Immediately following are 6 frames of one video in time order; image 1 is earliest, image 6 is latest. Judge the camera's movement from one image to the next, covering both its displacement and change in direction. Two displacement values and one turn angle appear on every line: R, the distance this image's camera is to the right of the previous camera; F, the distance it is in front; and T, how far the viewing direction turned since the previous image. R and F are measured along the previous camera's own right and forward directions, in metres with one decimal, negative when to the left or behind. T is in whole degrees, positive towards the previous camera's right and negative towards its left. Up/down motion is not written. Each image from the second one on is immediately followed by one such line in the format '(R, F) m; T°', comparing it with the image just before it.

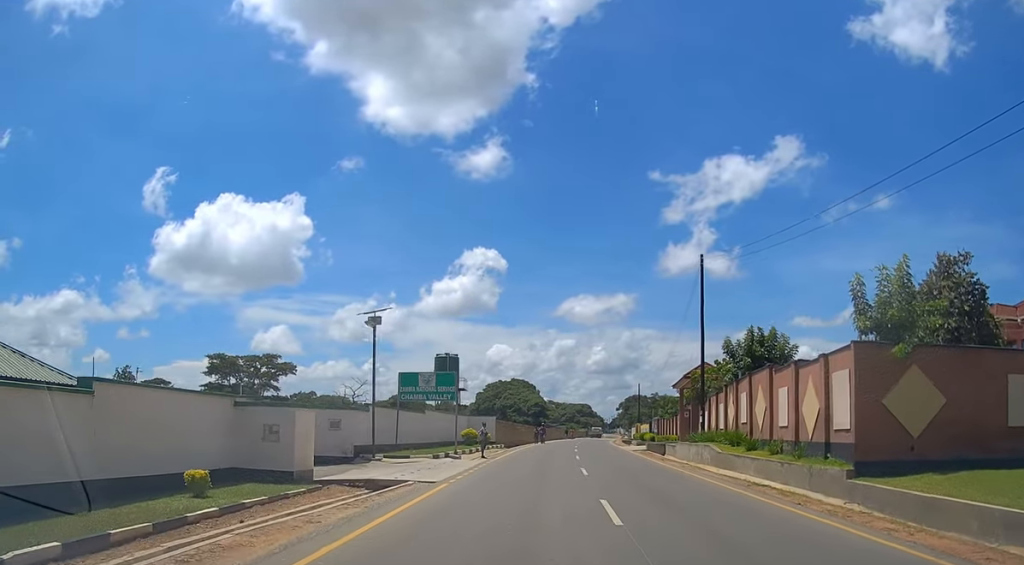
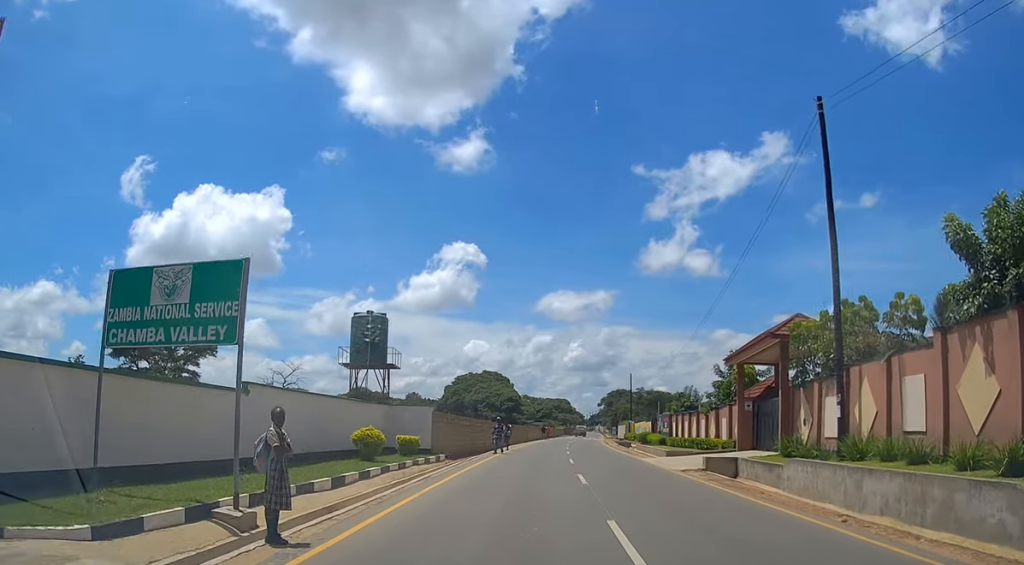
(+0.5, +21.0) m; +2°
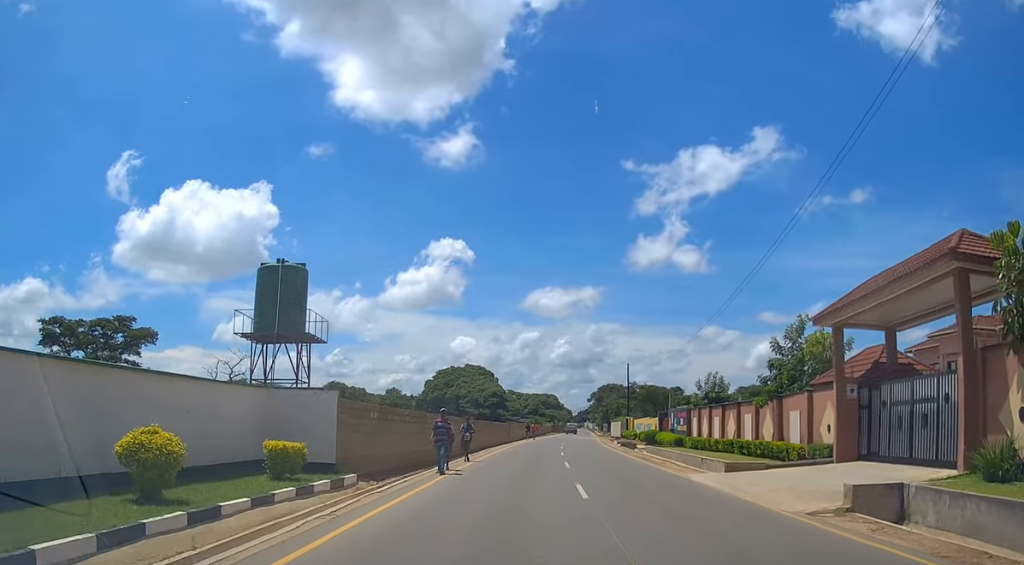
(+0.1, +12.4) m; +1°
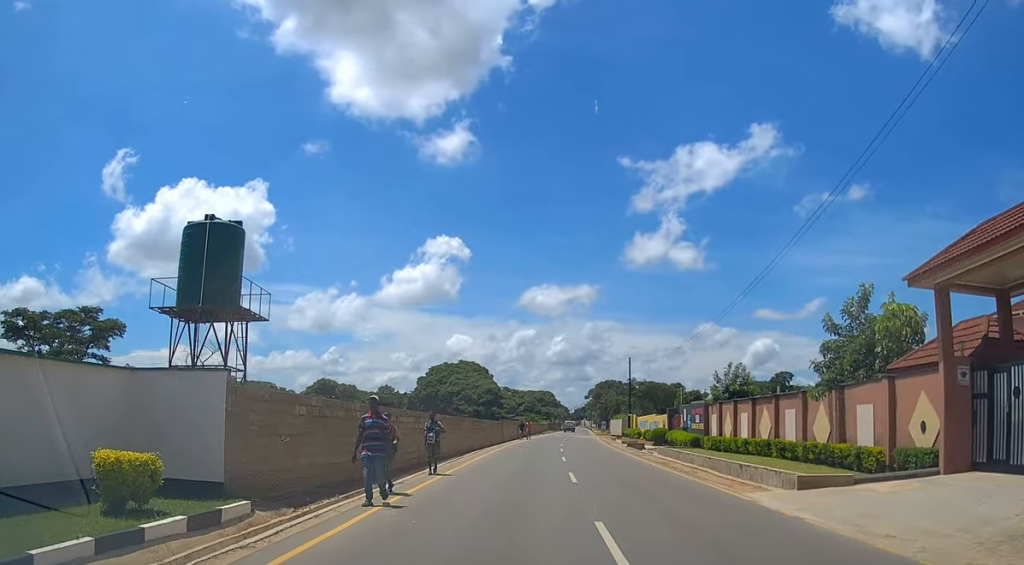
(+0.1, +6.2) m; 0°
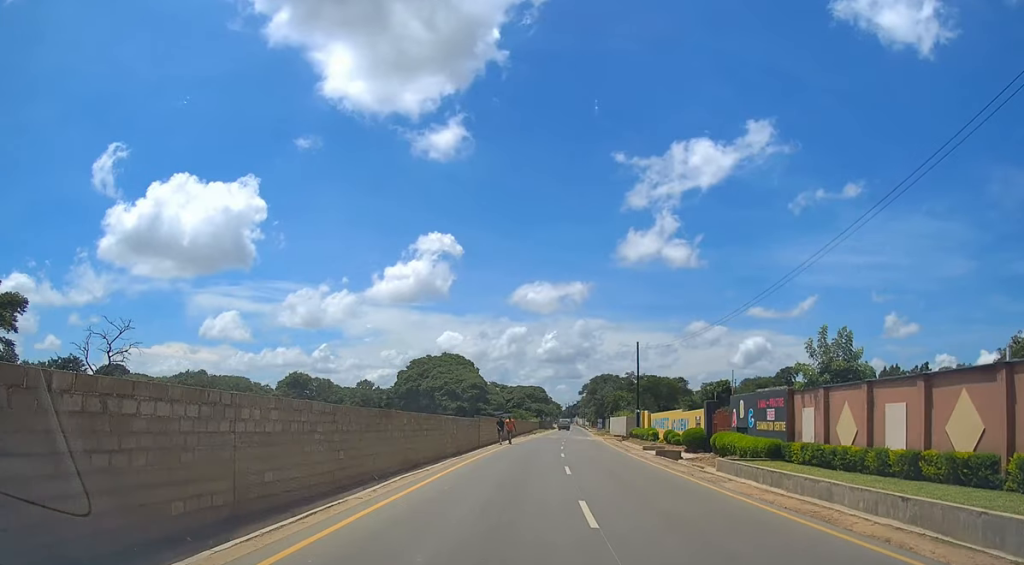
(0.0, +15.8) m; 0°
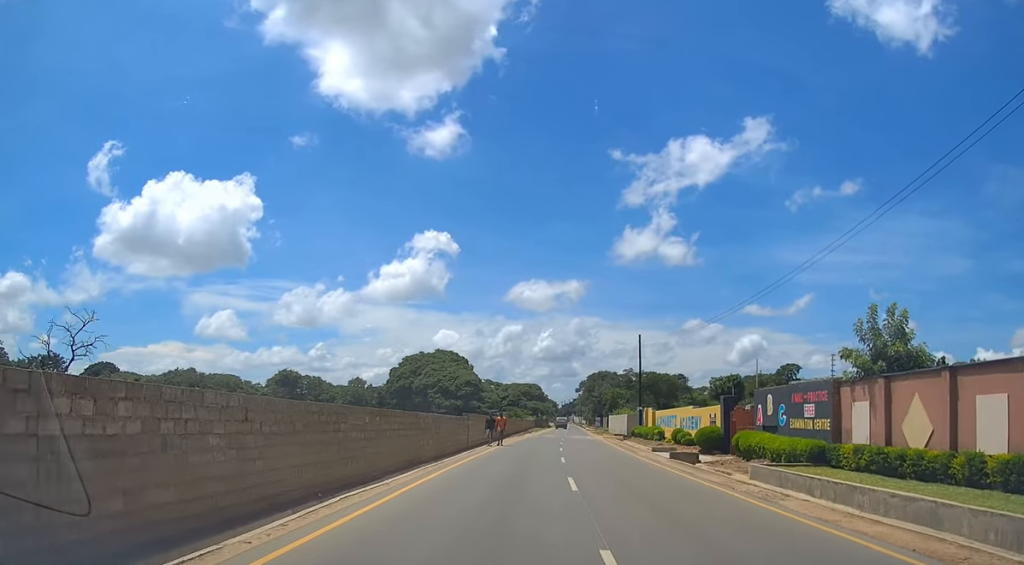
(+0.1, +4.7) m; 0°
